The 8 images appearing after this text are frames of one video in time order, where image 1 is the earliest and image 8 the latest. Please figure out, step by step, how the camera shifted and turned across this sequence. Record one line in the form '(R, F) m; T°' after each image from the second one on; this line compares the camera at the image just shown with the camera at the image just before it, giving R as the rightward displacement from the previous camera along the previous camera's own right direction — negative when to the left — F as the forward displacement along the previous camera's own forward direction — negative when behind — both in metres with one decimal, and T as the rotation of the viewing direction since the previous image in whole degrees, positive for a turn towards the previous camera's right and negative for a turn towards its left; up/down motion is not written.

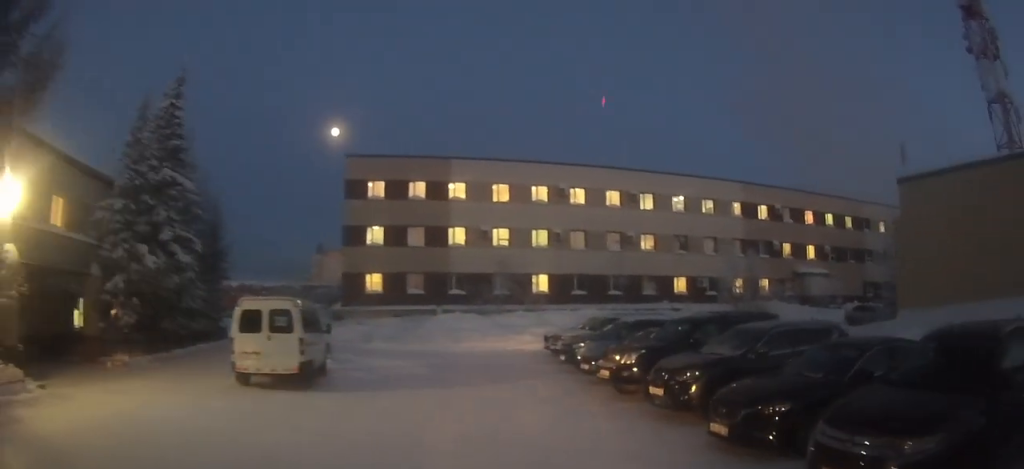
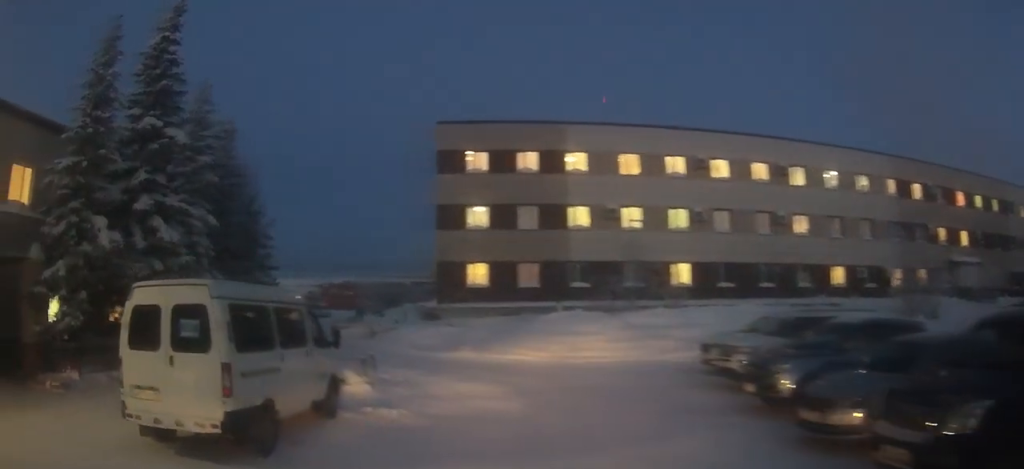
(-0.8, +7.9) m; -28°
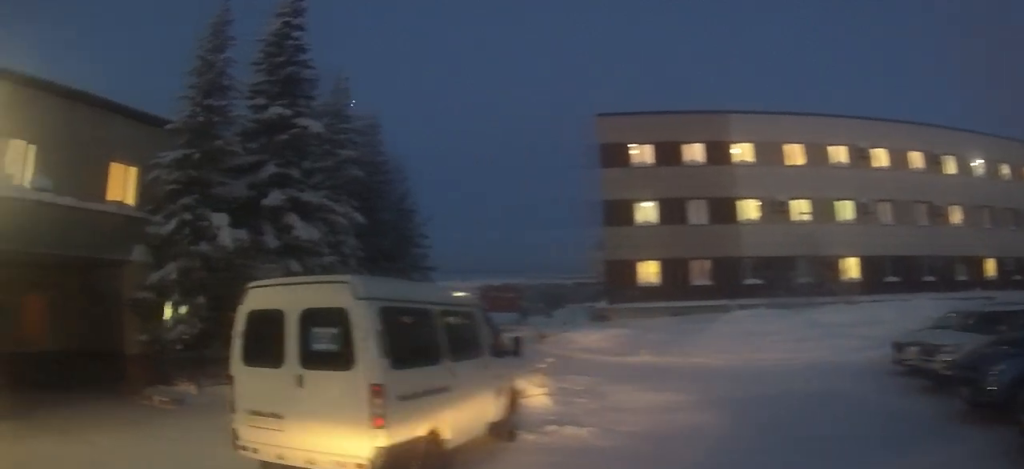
(-0.3, +1.5) m; -20°
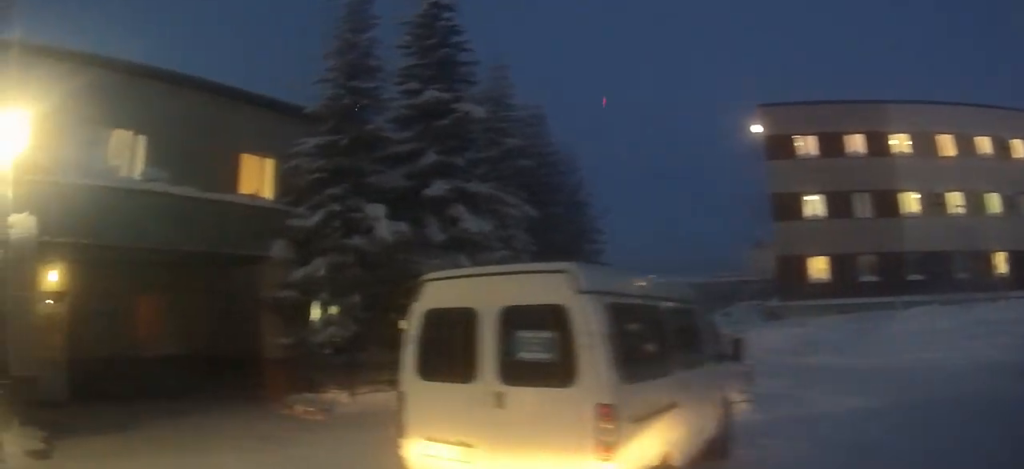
(-0.1, +1.1) m; -17°
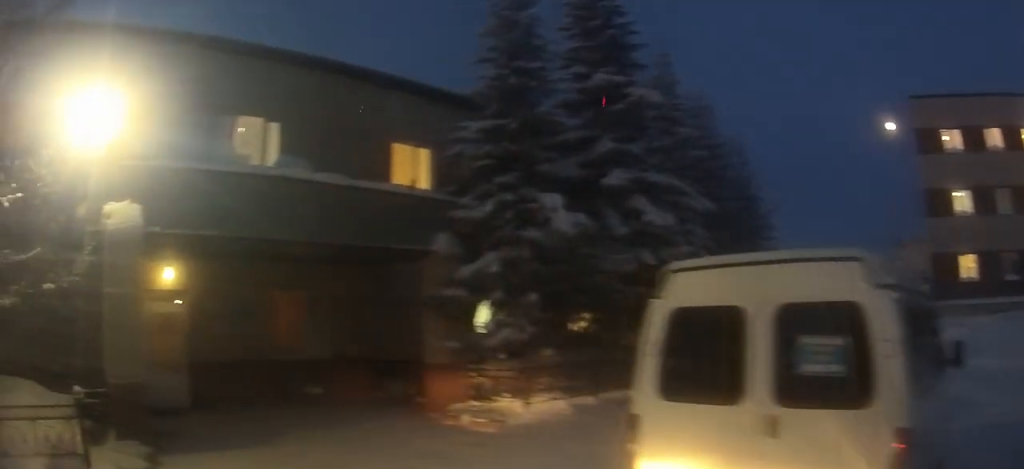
(-0.2, +1.0) m; -17°
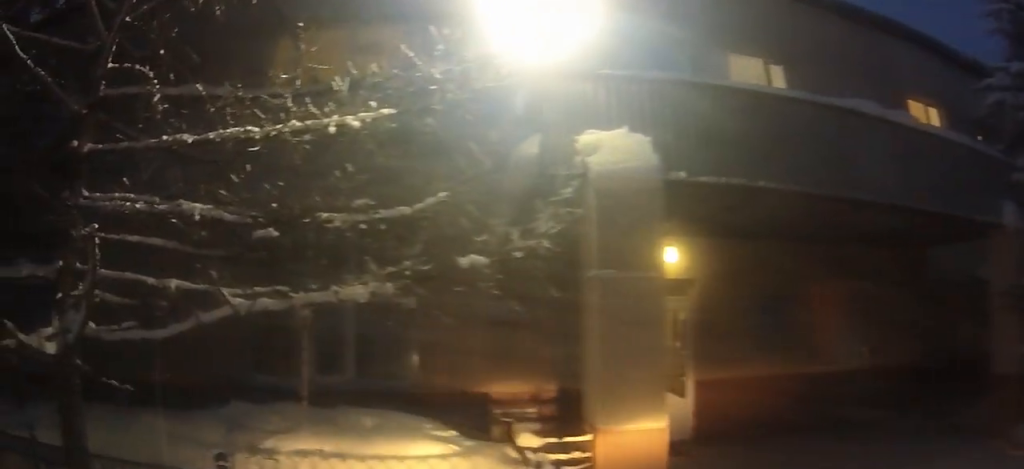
(-1.1, +2.7) m; -6°
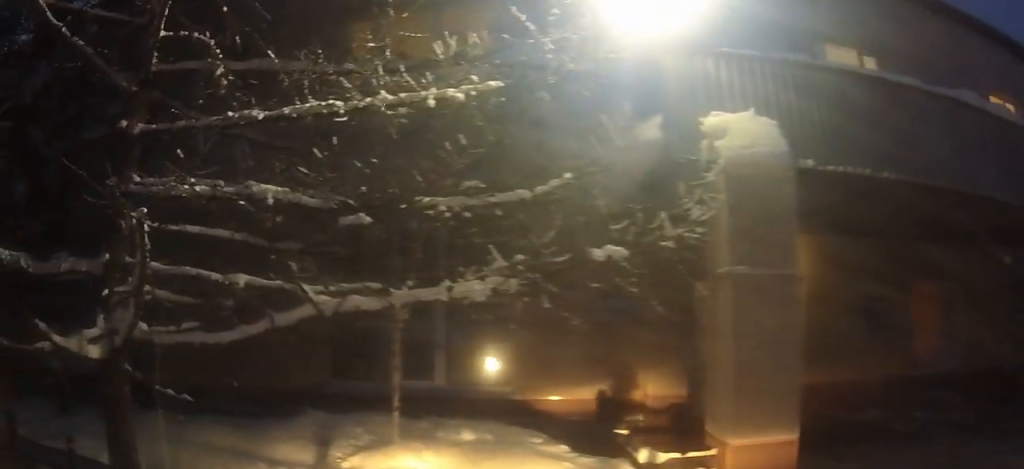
(-0.3, +0.3) m; 0°
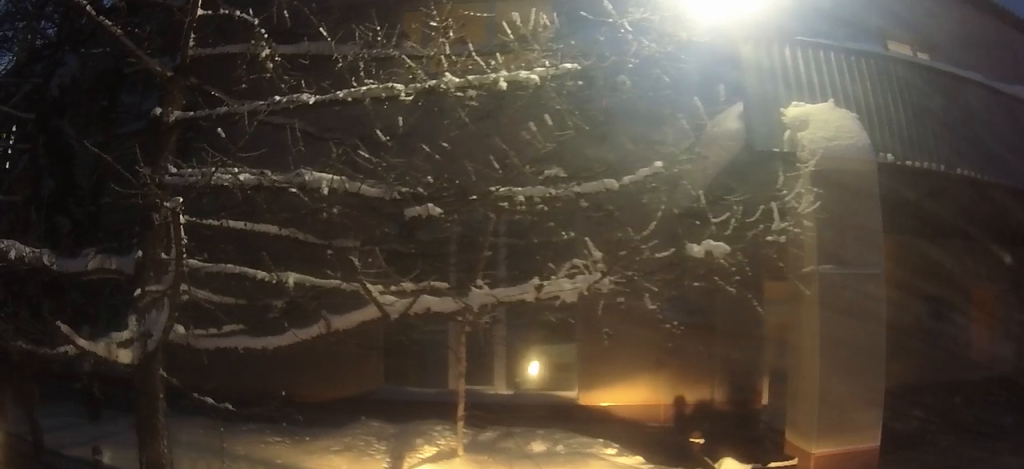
(-0.2, +0.3) m; 0°
